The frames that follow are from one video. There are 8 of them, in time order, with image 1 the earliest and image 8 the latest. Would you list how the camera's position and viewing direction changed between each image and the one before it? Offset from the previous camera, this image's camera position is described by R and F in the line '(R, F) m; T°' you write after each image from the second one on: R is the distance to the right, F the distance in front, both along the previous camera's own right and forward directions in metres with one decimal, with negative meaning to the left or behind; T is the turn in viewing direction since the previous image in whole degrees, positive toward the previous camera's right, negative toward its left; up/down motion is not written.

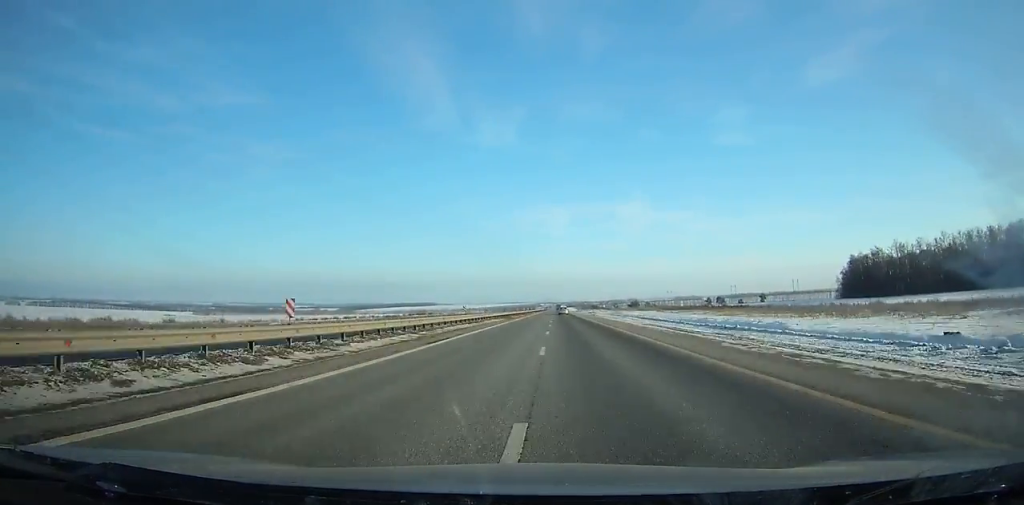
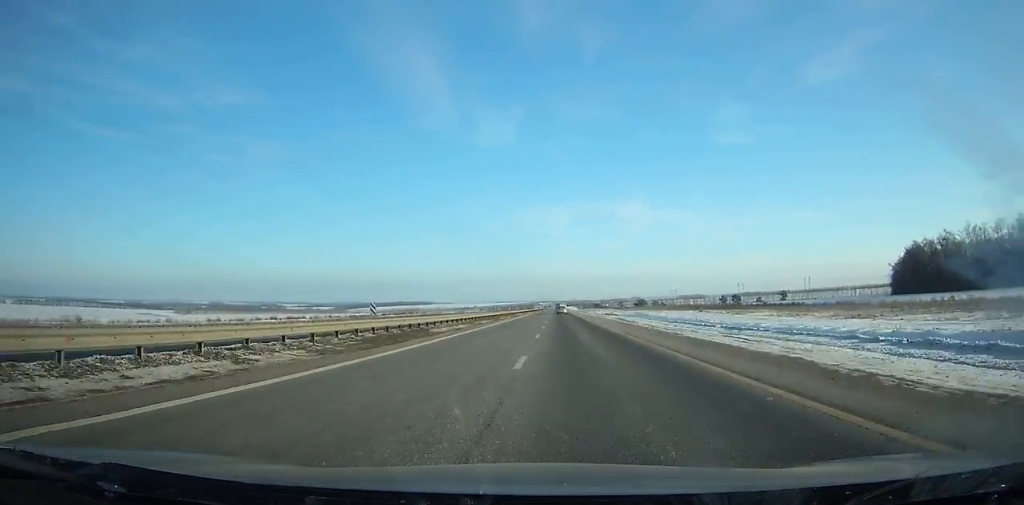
(-0.2, +50.9) m; 0°
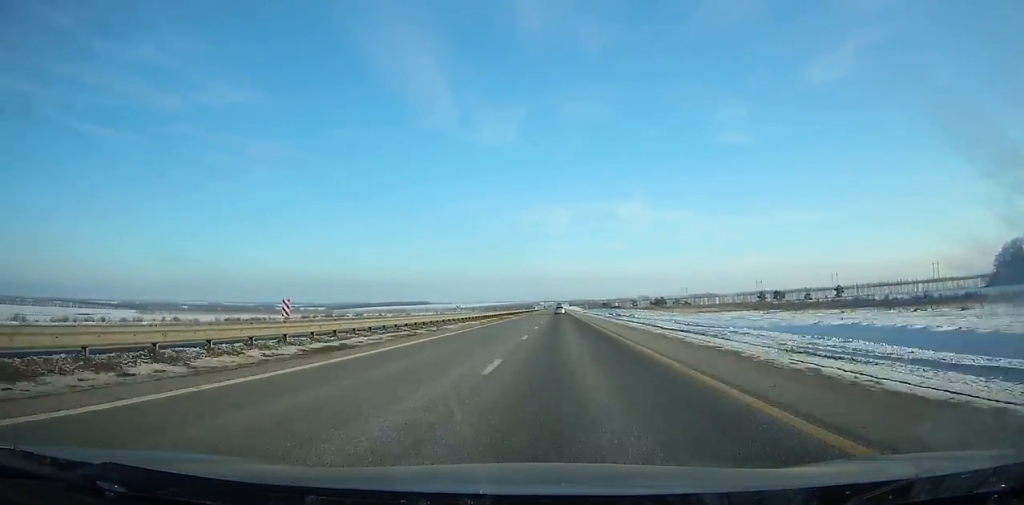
(-0.3, +95.5) m; 0°
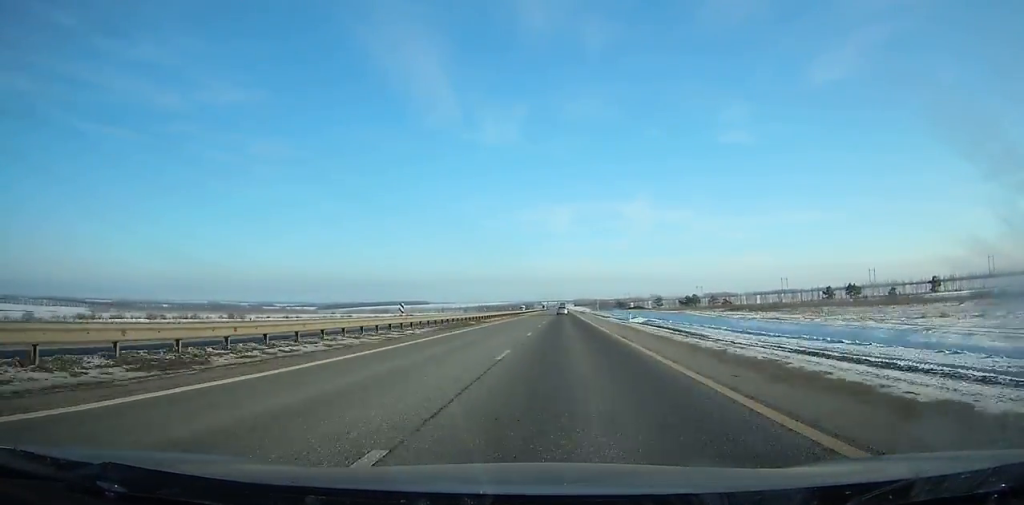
(-0.2, +103.4) m; 0°
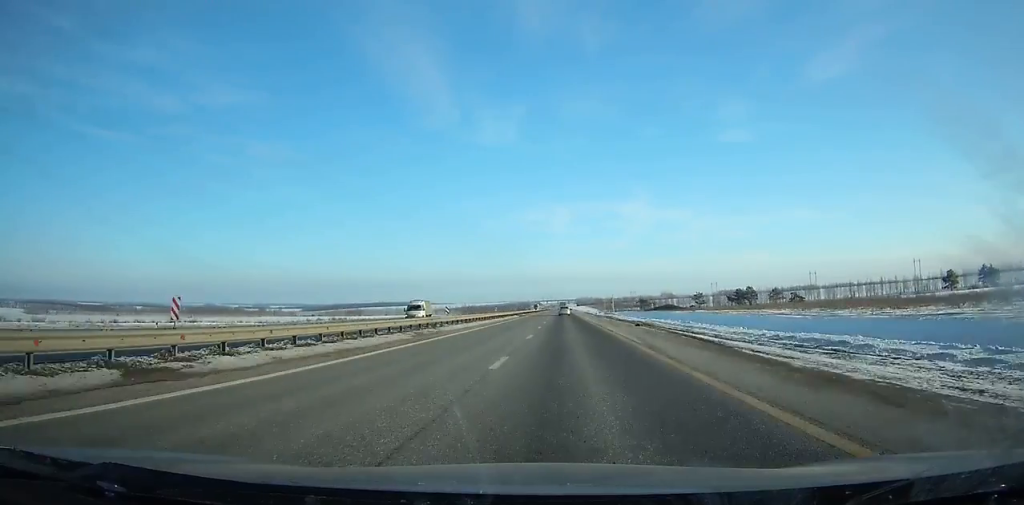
(0.0, +107.9) m; 0°
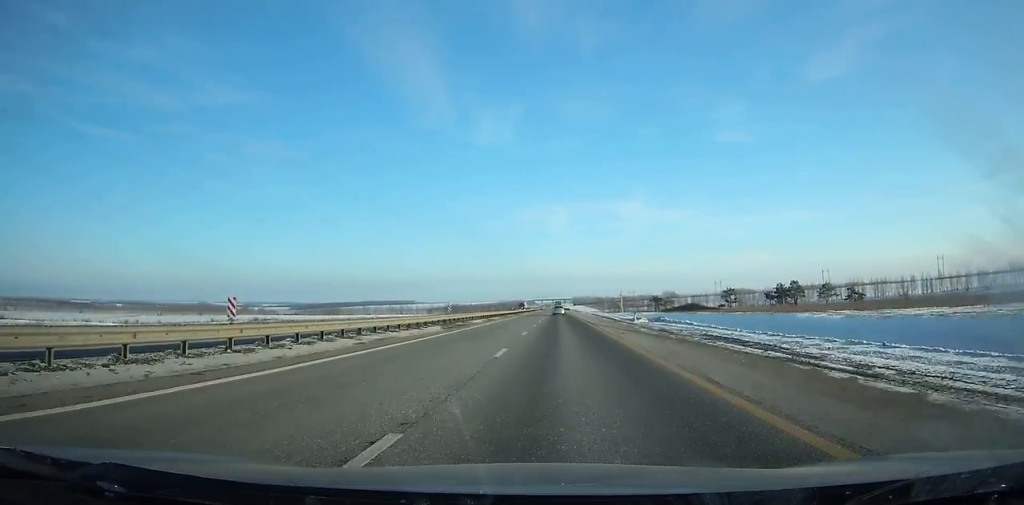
(+0.1, +55.9) m; 0°
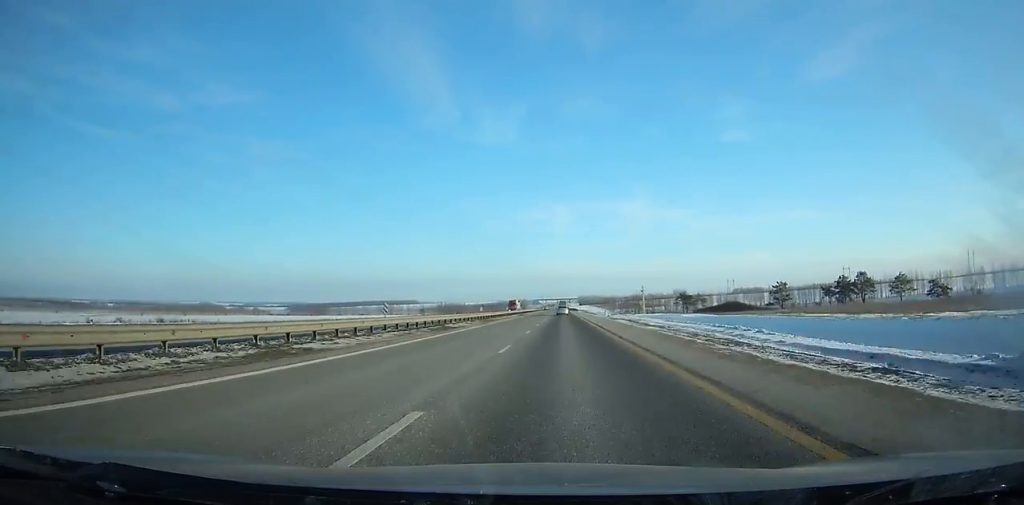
(-0.1, +45.4) m; 0°
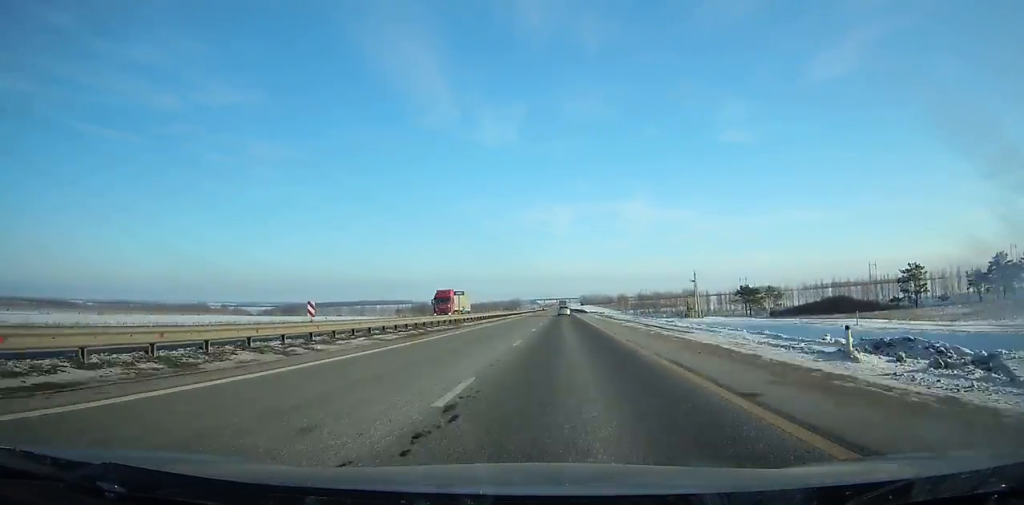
(0.0, +66.3) m; 0°
